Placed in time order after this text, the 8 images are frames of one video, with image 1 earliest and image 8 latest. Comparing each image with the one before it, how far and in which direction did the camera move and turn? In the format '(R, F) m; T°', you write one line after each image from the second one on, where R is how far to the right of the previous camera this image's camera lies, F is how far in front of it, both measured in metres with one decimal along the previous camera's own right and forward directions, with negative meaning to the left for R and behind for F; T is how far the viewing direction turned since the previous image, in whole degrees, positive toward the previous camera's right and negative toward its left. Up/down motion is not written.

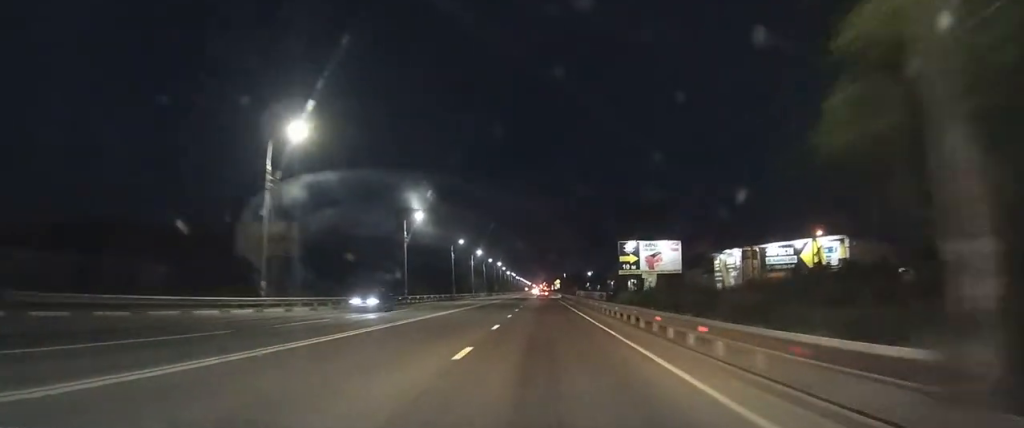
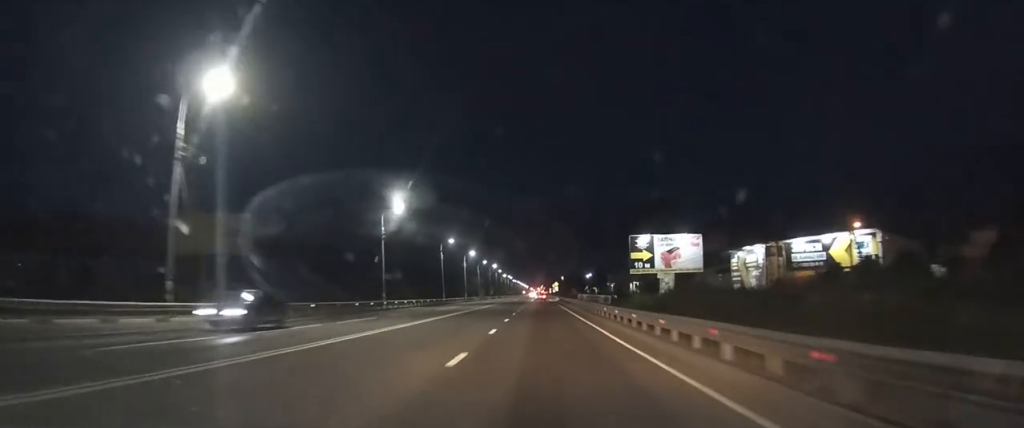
(0.0, +7.3) m; 0°
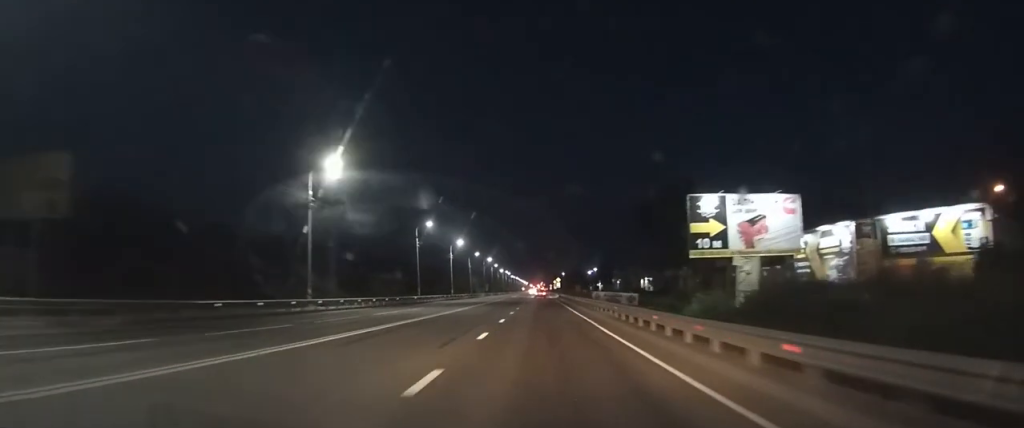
(0.0, +17.0) m; 0°
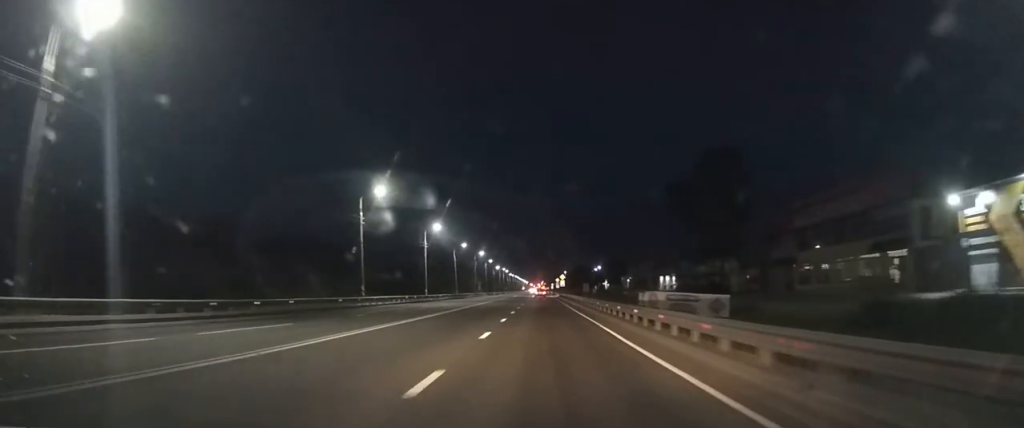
(0.0, +22.9) m; 0°
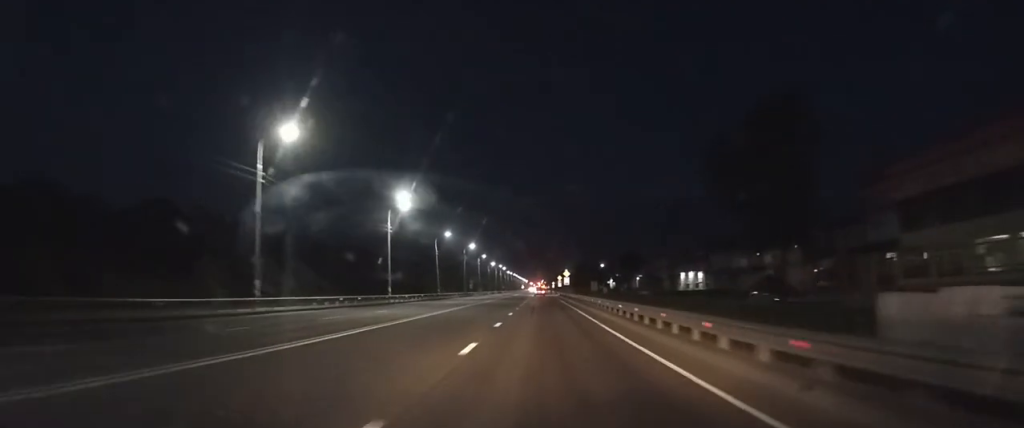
(0.0, +19.4) m; 0°
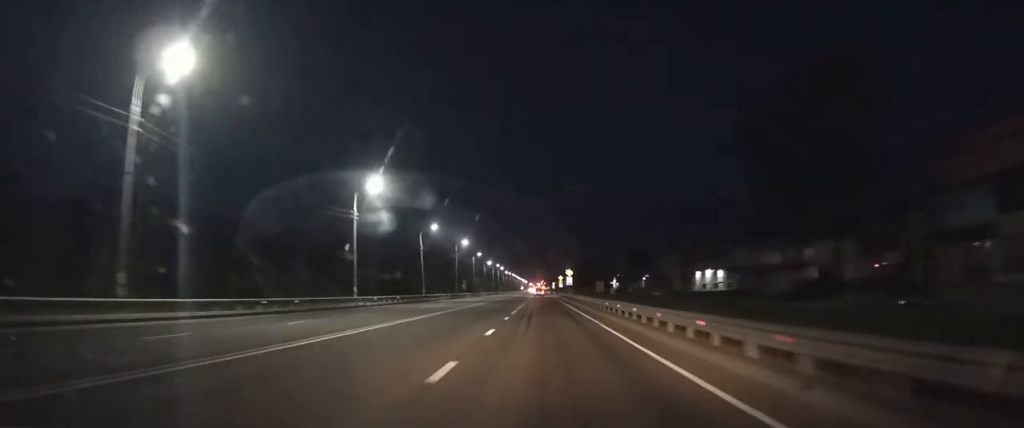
(0.0, +11.4) m; 0°
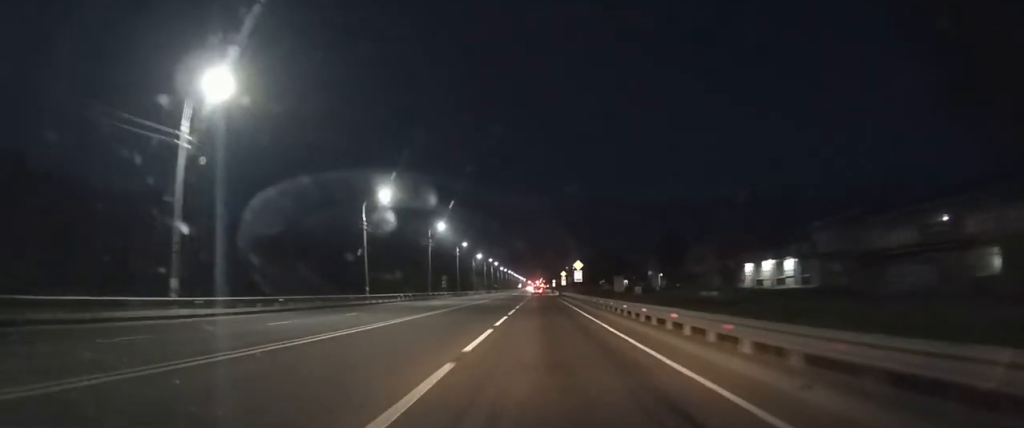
(+0.2, +25.5) m; 0°
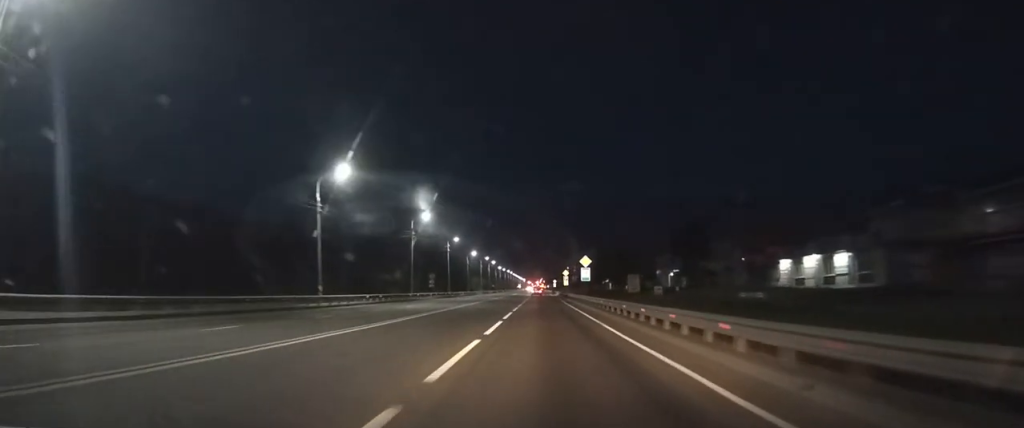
(-0.1, +11.7) m; 0°
